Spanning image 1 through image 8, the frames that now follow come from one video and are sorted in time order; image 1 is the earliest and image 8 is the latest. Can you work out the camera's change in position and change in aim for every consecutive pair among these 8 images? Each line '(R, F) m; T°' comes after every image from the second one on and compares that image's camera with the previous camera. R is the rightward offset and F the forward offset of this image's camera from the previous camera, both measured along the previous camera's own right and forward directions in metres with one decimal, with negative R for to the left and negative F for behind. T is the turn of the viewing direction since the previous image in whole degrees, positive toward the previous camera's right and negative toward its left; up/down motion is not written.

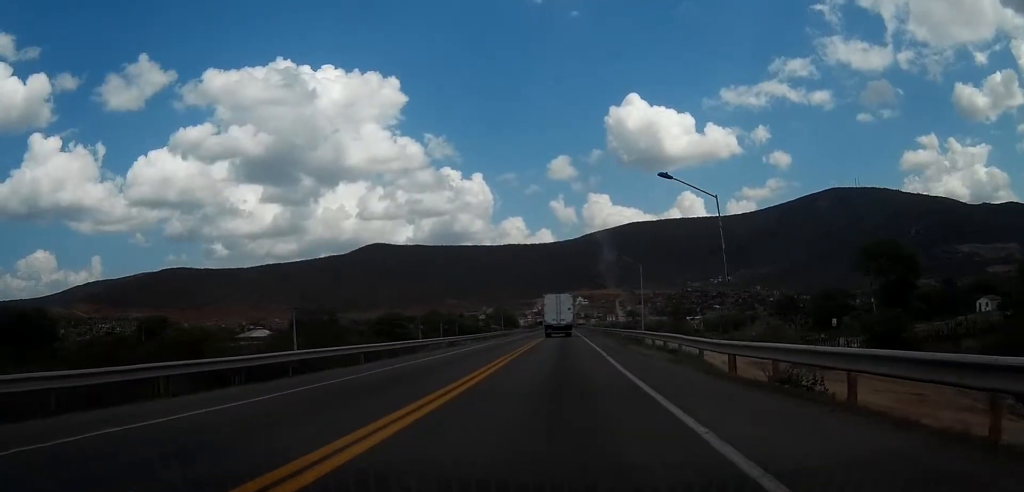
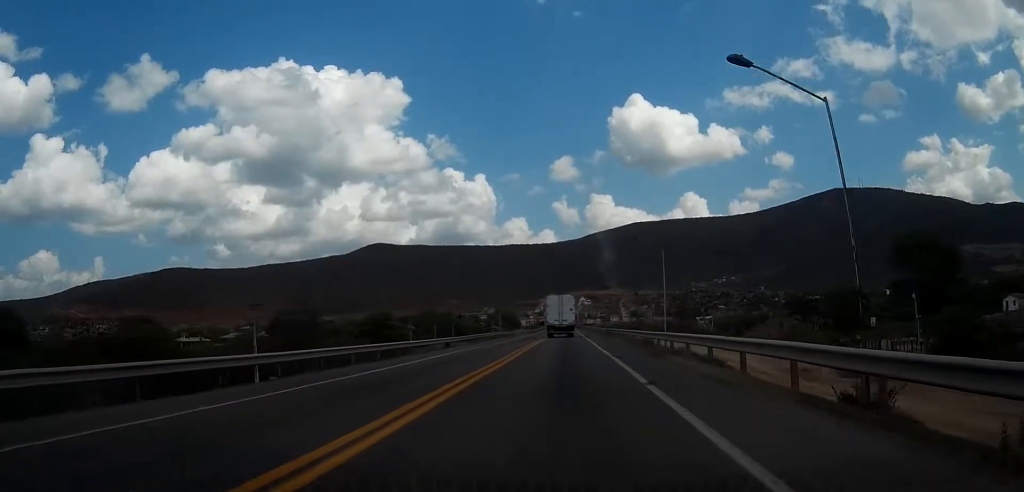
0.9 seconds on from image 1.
(-0.1, +13.0) m; 0°
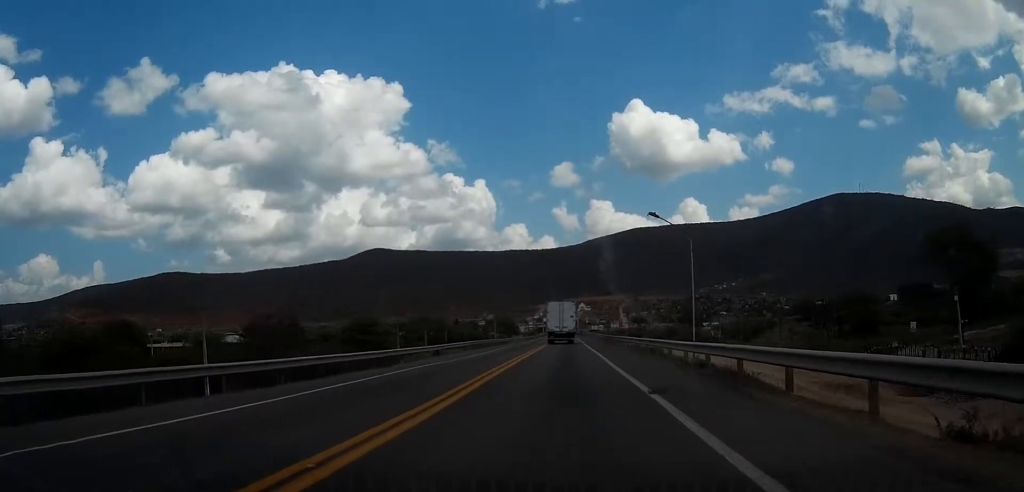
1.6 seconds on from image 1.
(+0.1, +11.8) m; 0°
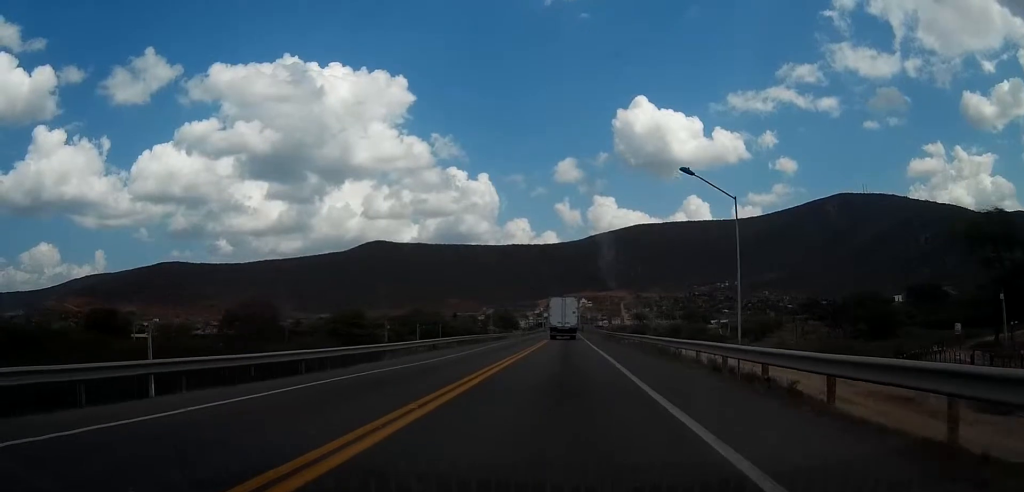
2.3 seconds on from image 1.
(0.0, +10.3) m; 0°
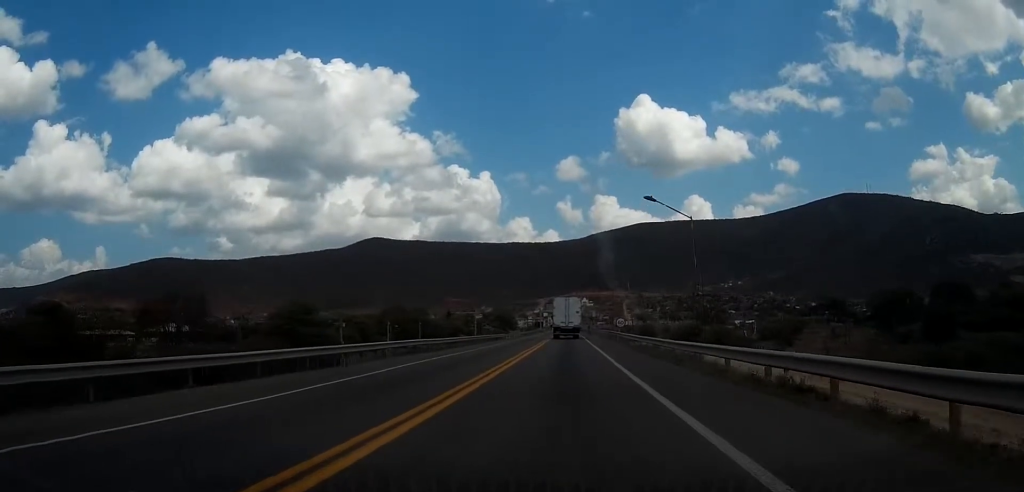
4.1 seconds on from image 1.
(-0.2, +27.9) m; 0°
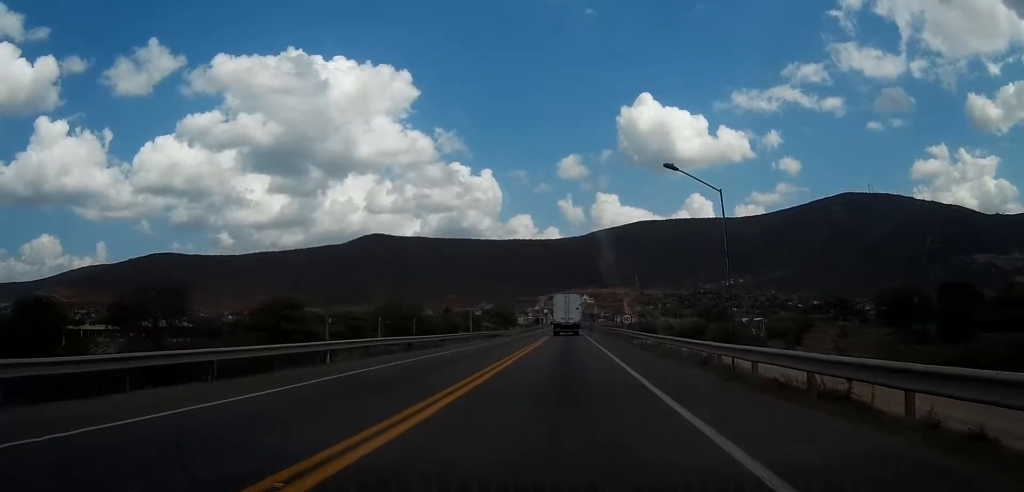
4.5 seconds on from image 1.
(0.0, +6.8) m; 0°
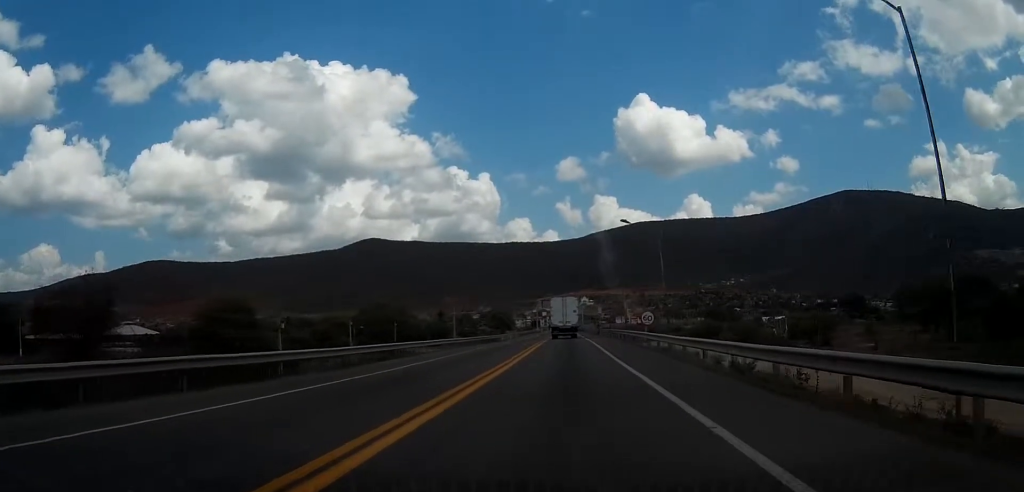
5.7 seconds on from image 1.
(+0.1, +17.8) m; 0°
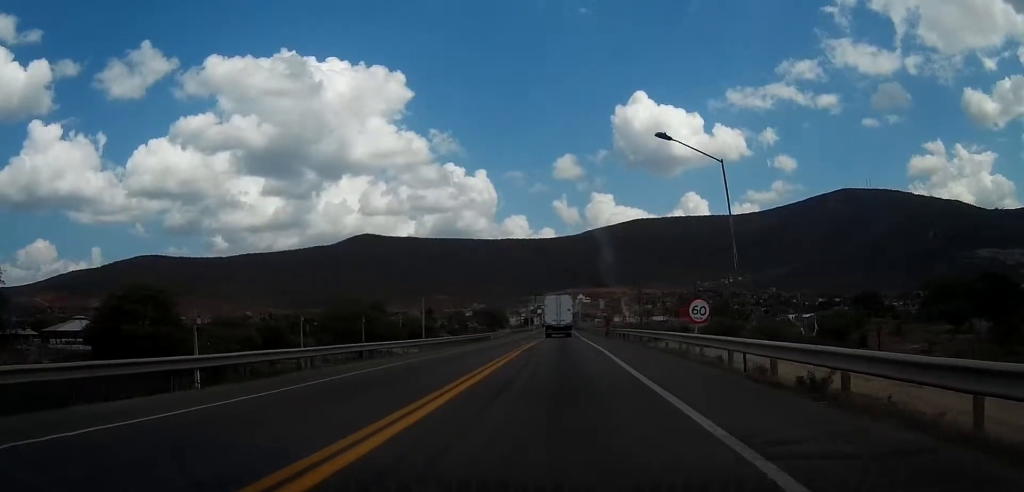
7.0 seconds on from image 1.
(0.0, +20.3) m; 0°
